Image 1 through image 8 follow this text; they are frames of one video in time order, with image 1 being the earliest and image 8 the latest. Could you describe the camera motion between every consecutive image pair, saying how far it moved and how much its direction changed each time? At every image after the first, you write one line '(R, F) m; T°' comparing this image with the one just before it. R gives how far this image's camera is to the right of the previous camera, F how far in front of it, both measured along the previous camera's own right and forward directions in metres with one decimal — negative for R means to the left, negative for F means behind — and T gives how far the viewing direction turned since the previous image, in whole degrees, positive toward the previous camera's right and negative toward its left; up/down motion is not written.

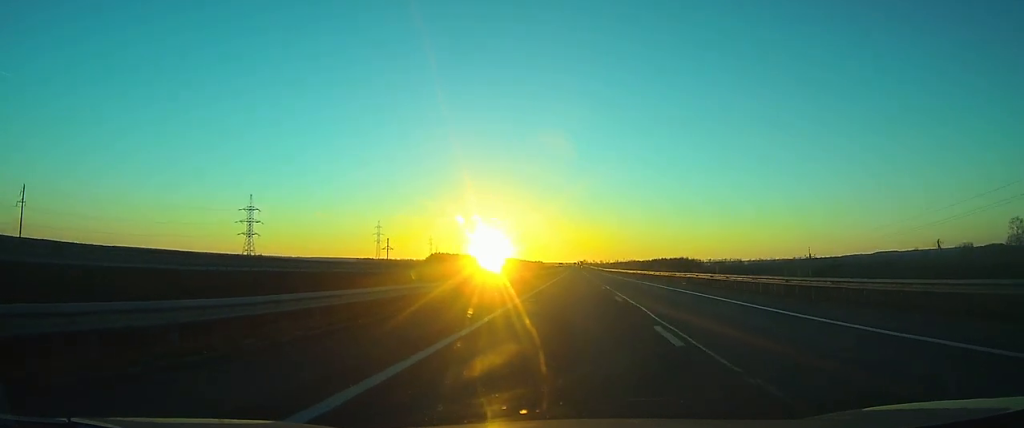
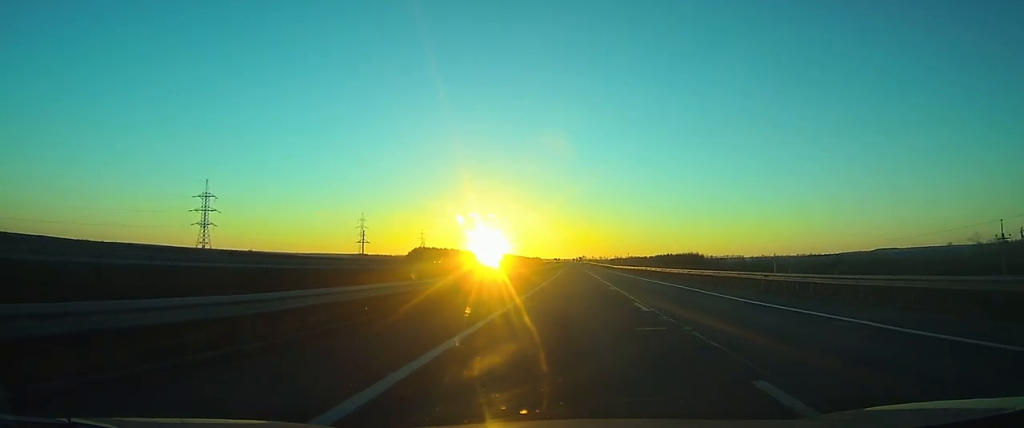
(-0.1, +41.6) m; 0°
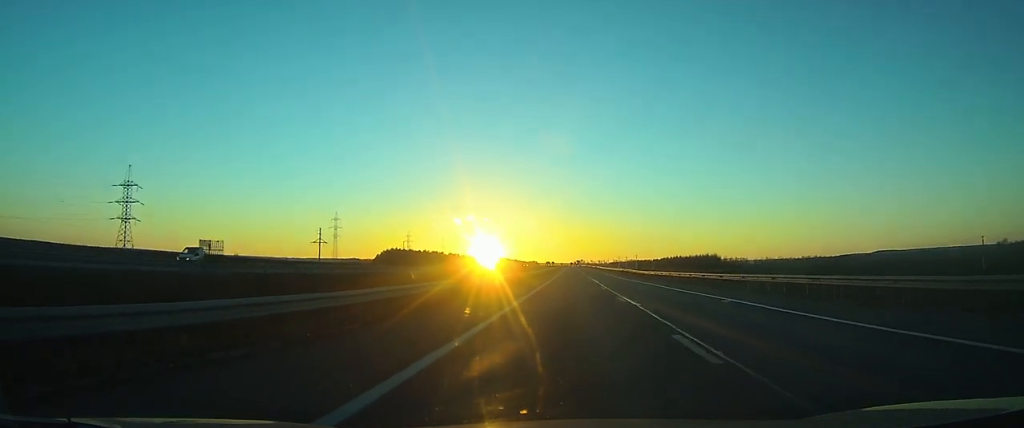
(+0.2, +53.2) m; 0°
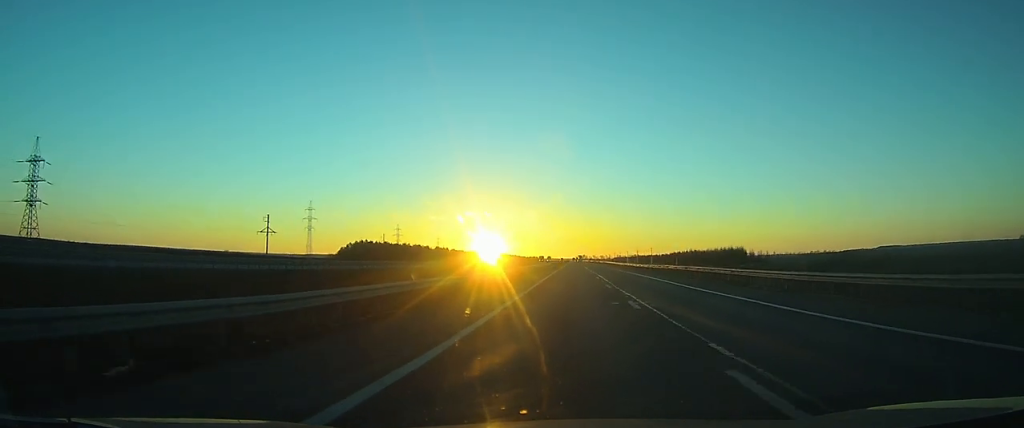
(0.0, +49.2) m; 0°
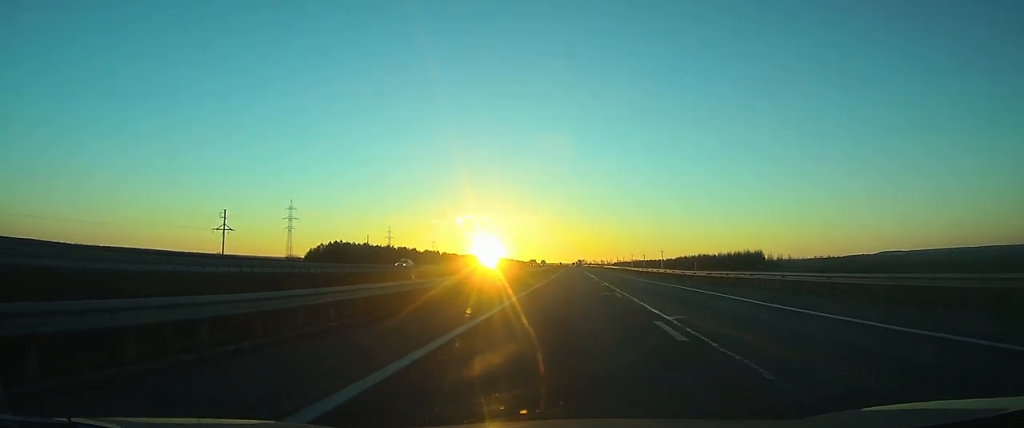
(0.0, +30.6) m; 0°
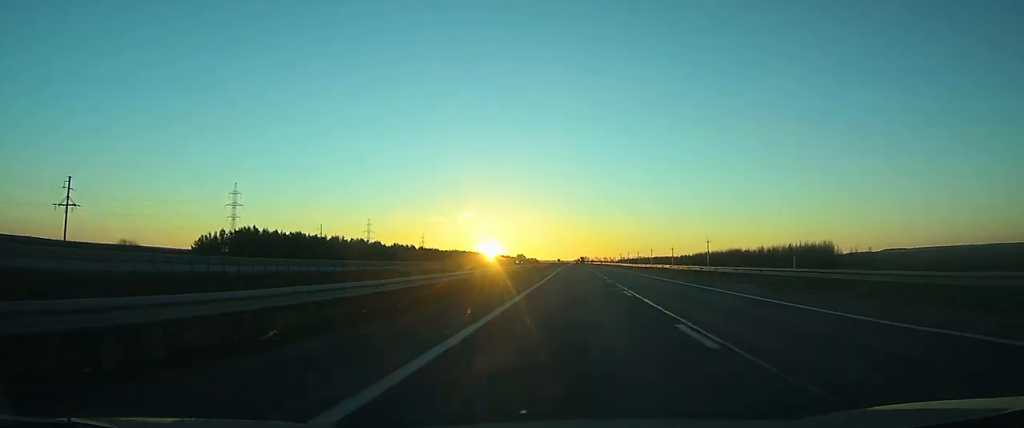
(-0.1, +75.2) m; 0°
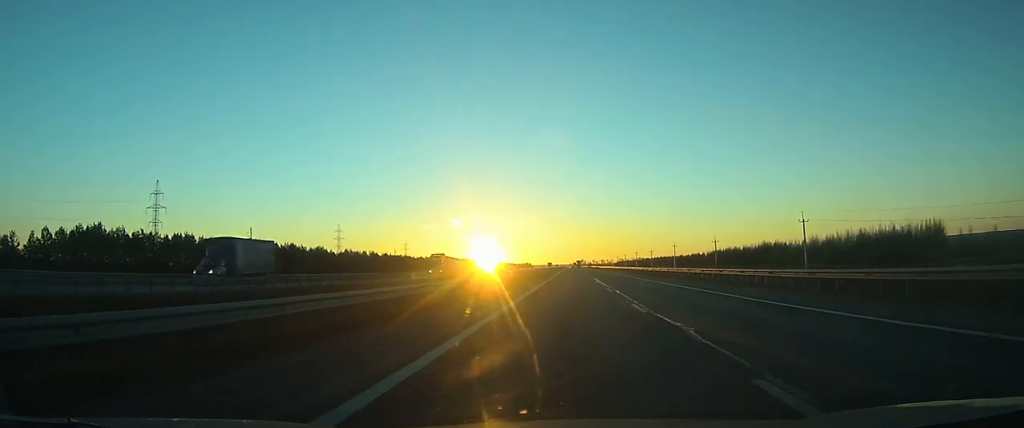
(+0.3, +65.4) m; +1°
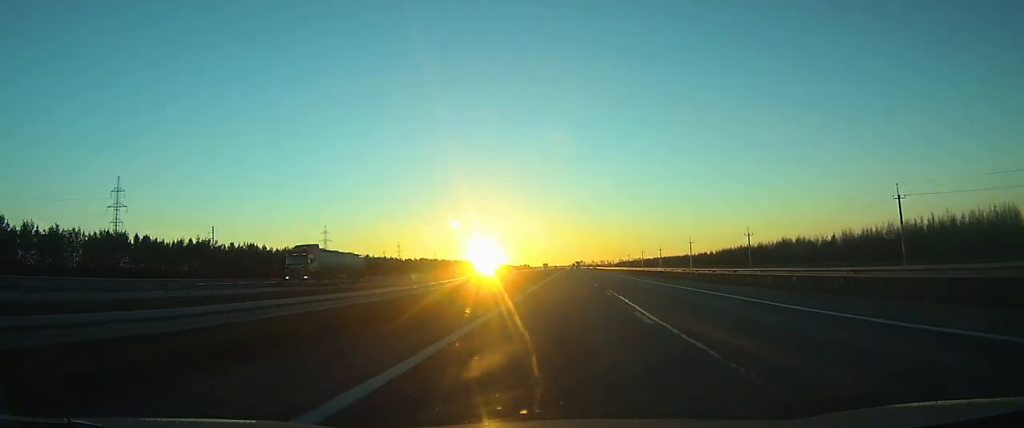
(+0.1, +26.1) m; 0°
